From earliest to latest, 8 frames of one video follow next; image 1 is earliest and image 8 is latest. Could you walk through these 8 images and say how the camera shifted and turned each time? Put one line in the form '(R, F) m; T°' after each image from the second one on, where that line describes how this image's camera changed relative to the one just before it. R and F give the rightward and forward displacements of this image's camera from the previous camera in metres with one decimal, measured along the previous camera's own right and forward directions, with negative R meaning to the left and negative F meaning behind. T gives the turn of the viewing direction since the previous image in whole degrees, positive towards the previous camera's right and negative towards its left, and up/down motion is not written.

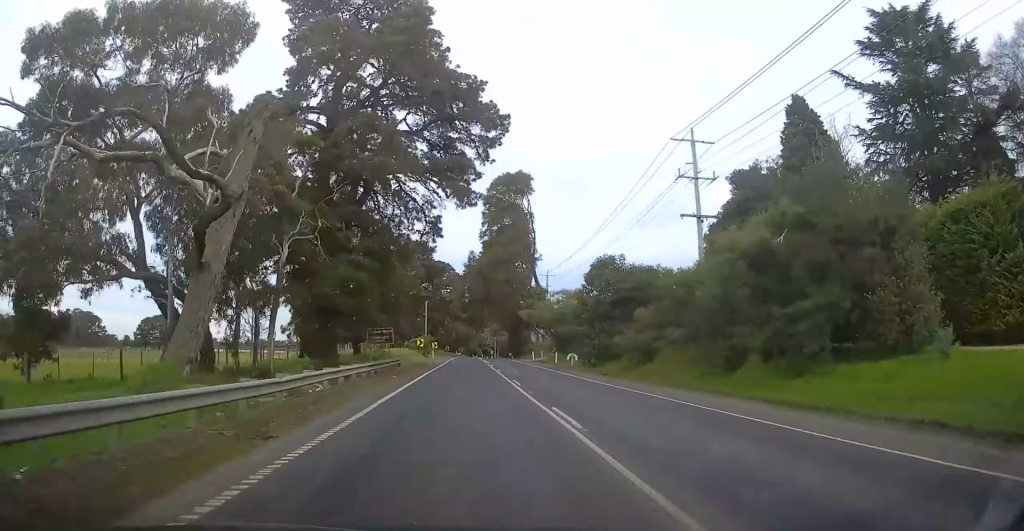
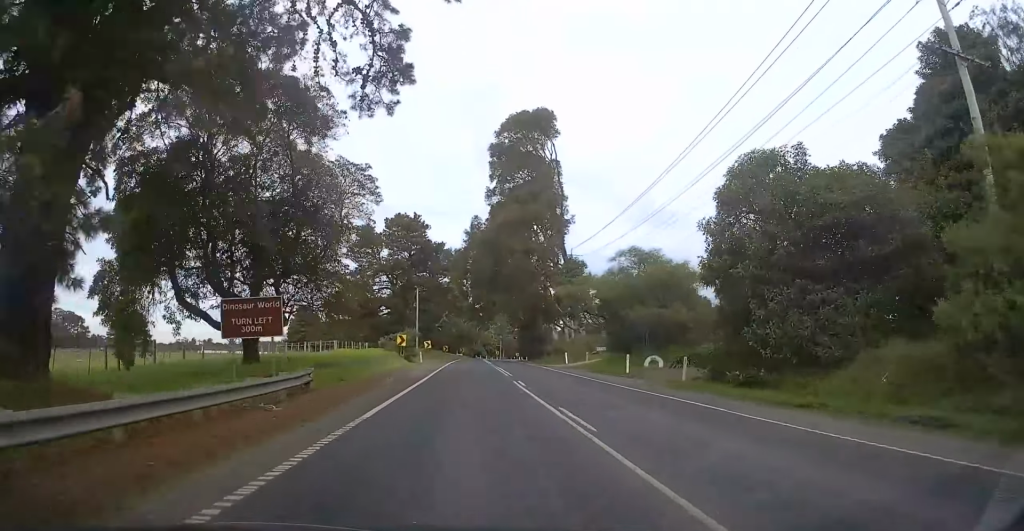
(+0.2, +25.1) m; -2°
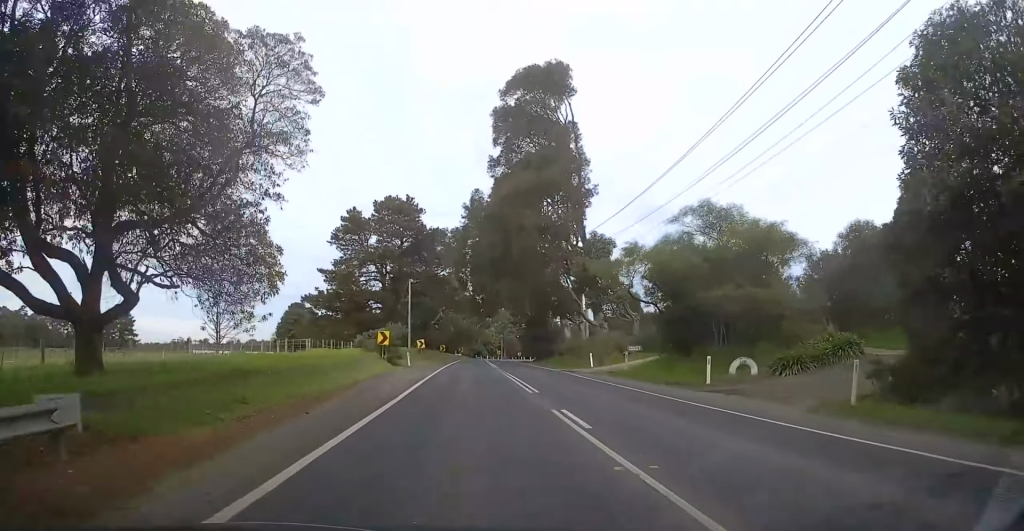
(-0.6, +11.4) m; -1°
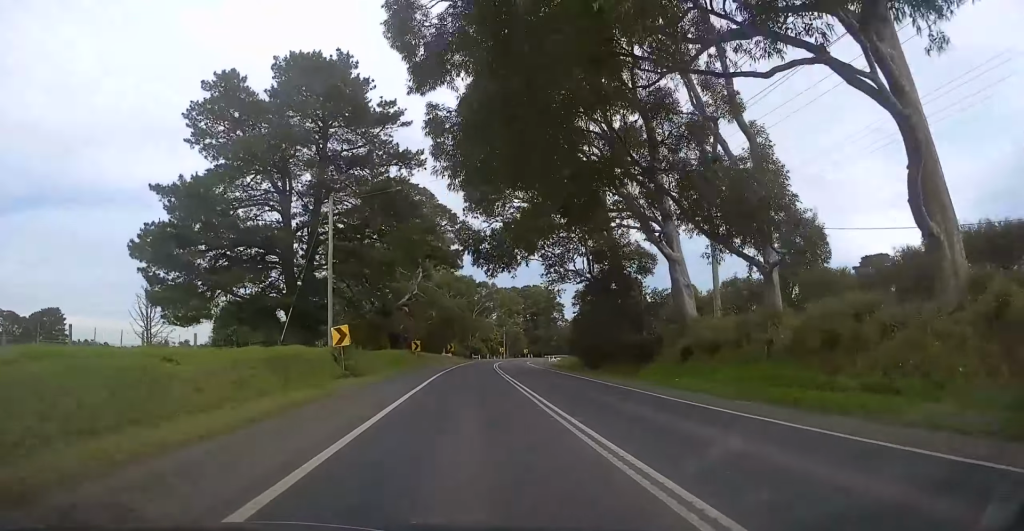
(+1.5, +43.9) m; +3°
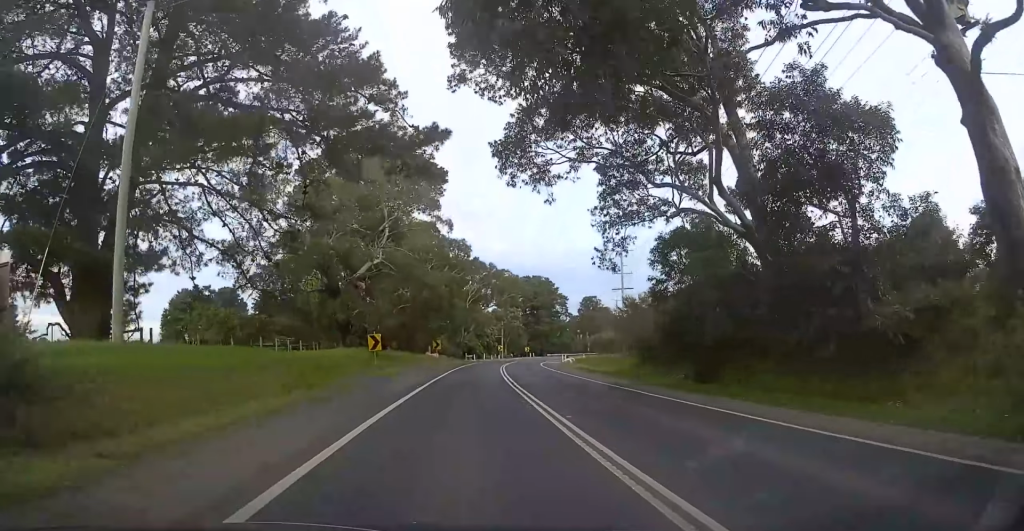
(-0.2, +22.8) m; -1°
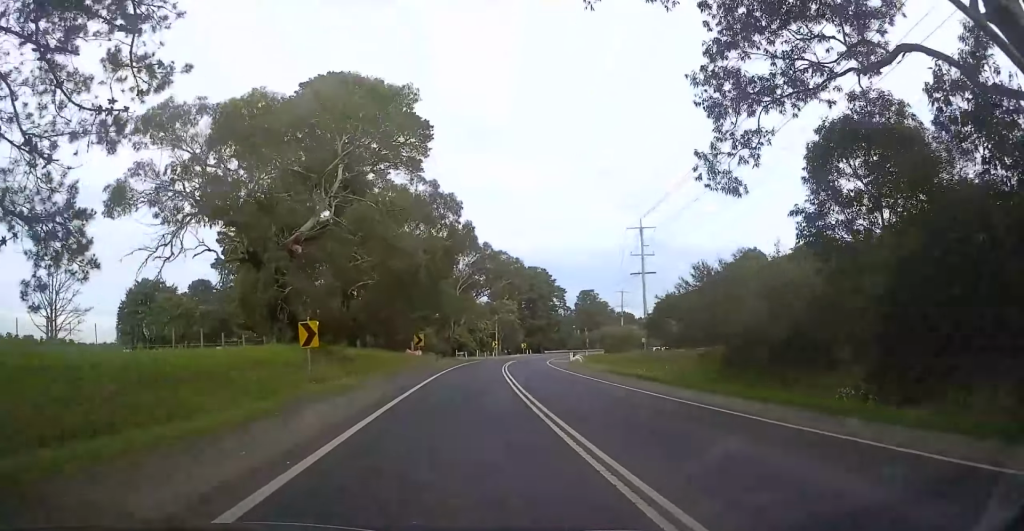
(-0.1, +13.7) m; 0°
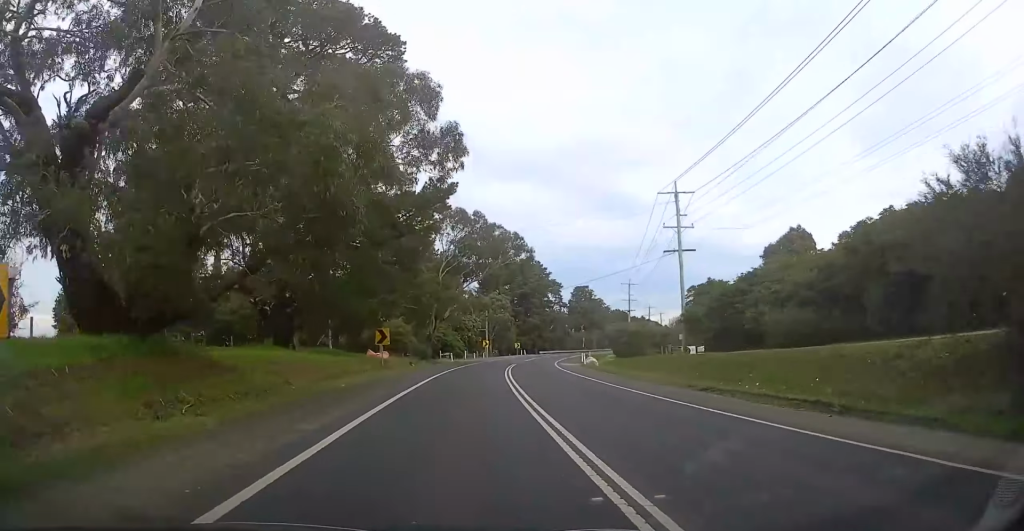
(-0.3, +15.3) m; +2°
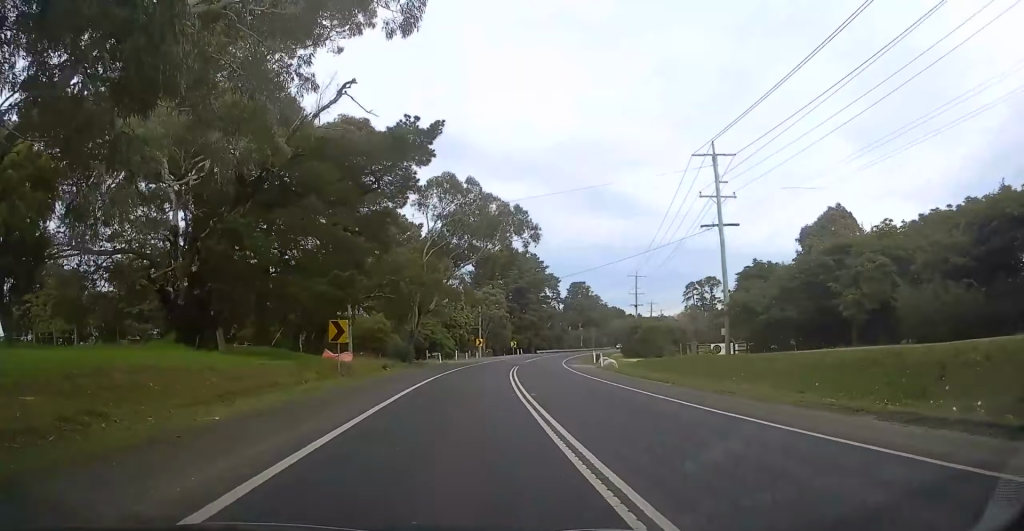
(+0.6, +10.9) m; +1°
